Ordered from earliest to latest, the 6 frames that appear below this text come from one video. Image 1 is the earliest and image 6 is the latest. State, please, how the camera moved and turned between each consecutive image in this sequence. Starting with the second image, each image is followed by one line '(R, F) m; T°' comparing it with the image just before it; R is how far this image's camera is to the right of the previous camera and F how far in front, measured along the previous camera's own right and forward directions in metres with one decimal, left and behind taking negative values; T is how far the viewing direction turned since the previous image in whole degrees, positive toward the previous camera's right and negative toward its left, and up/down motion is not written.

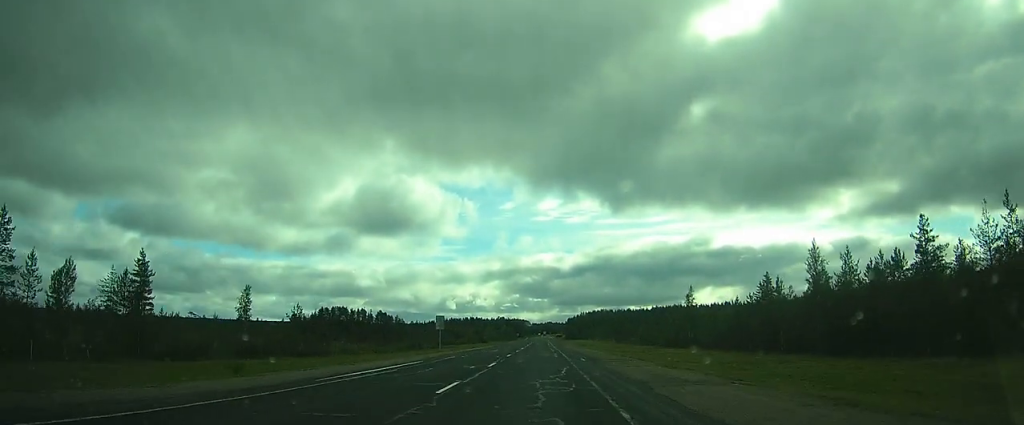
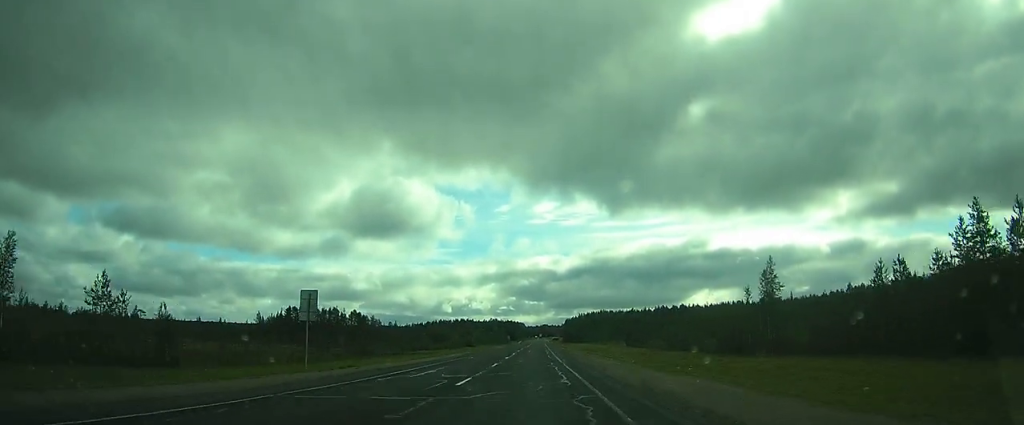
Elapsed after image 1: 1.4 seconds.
(-0.2, +35.5) m; 0°
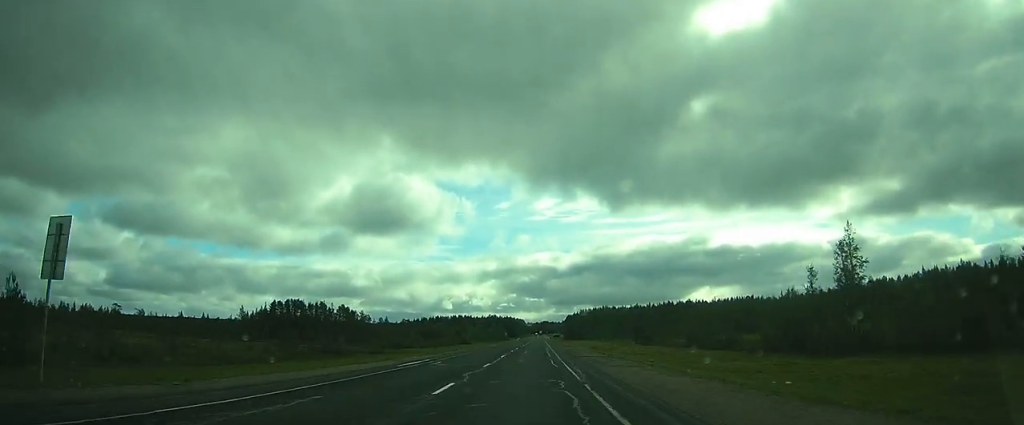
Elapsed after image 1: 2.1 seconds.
(-0.2, +16.4) m; +1°
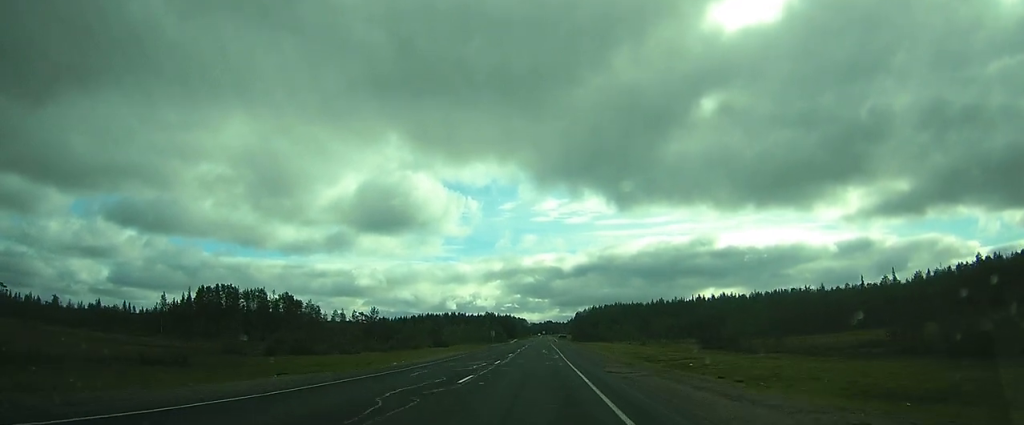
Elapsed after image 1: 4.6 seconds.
(+2.2, +61.4) m; +2°
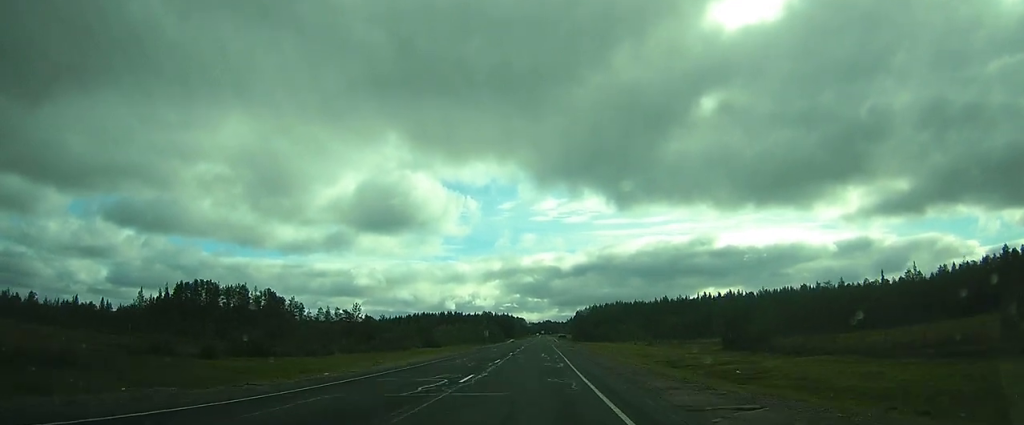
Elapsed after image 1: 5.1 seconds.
(0.0, +12.6) m; 0°
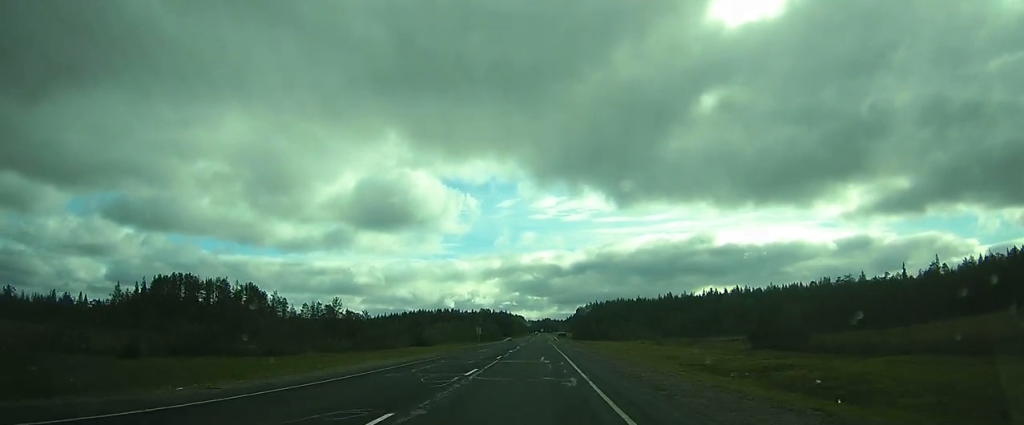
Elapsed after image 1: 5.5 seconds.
(0.0, +11.9) m; 0°
